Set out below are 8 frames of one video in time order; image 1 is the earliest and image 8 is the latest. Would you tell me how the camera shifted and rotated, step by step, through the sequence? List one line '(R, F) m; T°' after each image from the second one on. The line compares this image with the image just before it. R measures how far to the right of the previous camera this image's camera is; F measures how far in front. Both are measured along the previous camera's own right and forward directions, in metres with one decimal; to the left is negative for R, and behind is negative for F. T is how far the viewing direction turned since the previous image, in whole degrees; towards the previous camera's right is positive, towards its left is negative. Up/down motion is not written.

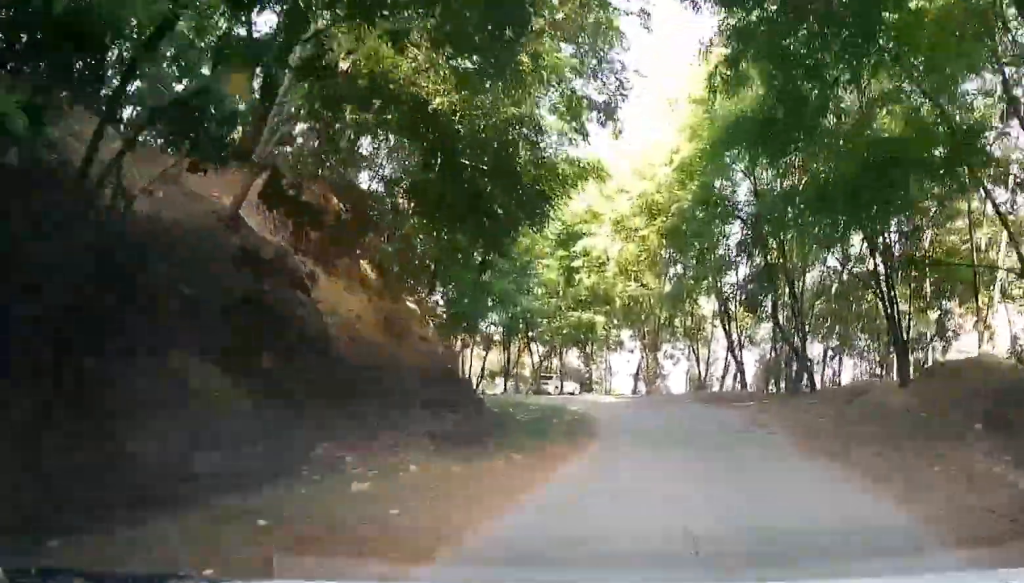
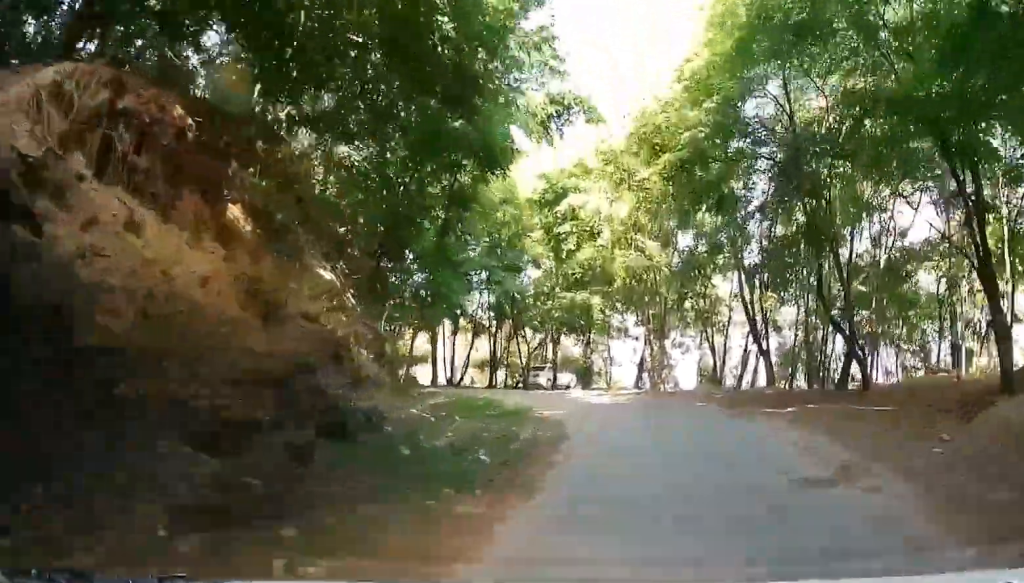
(-0.2, +5.6) m; +6°
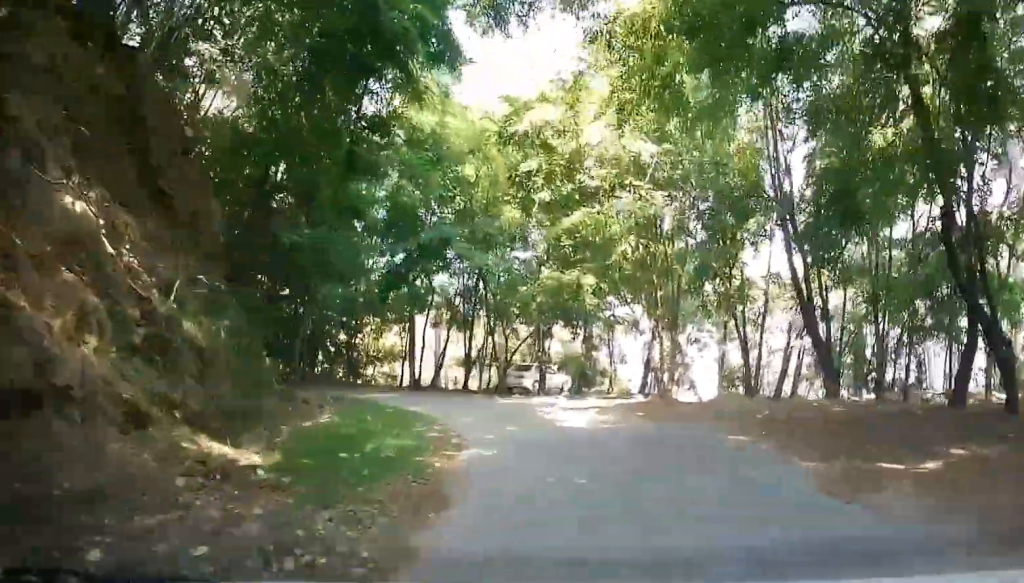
(+0.8, +6.0) m; -4°
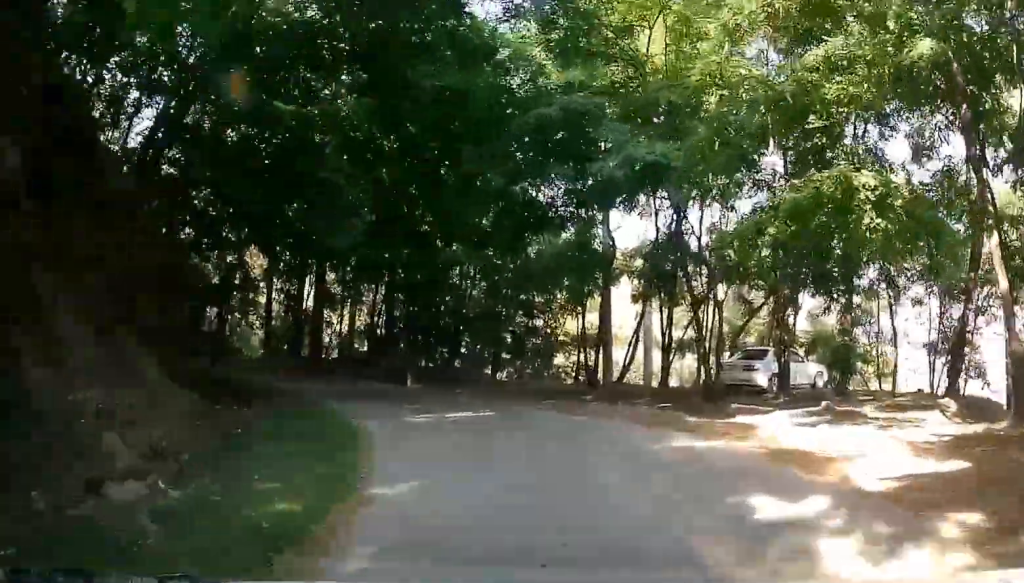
(-2.1, +11.0) m; -21°
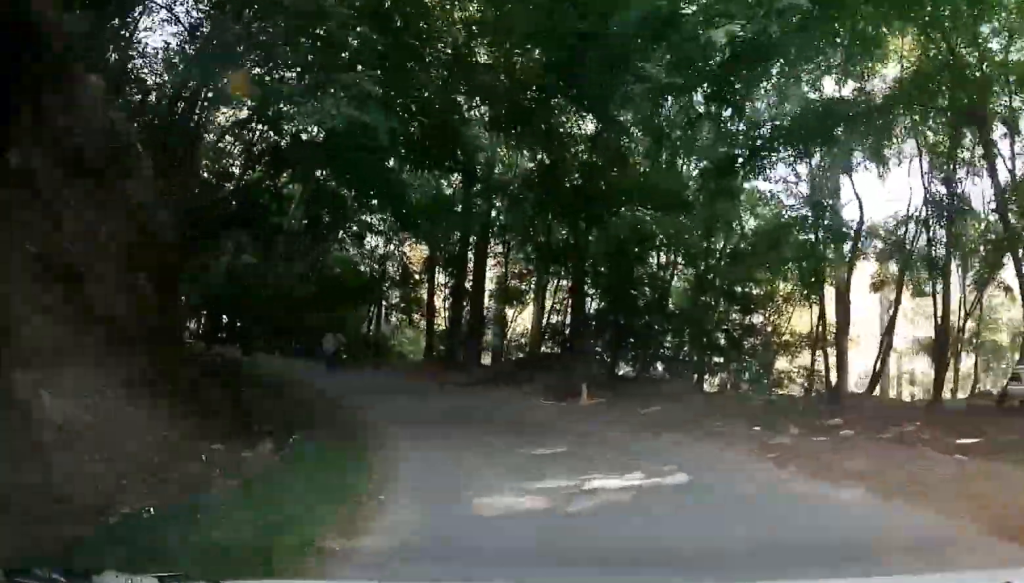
(-0.7, +7.5) m; -10°
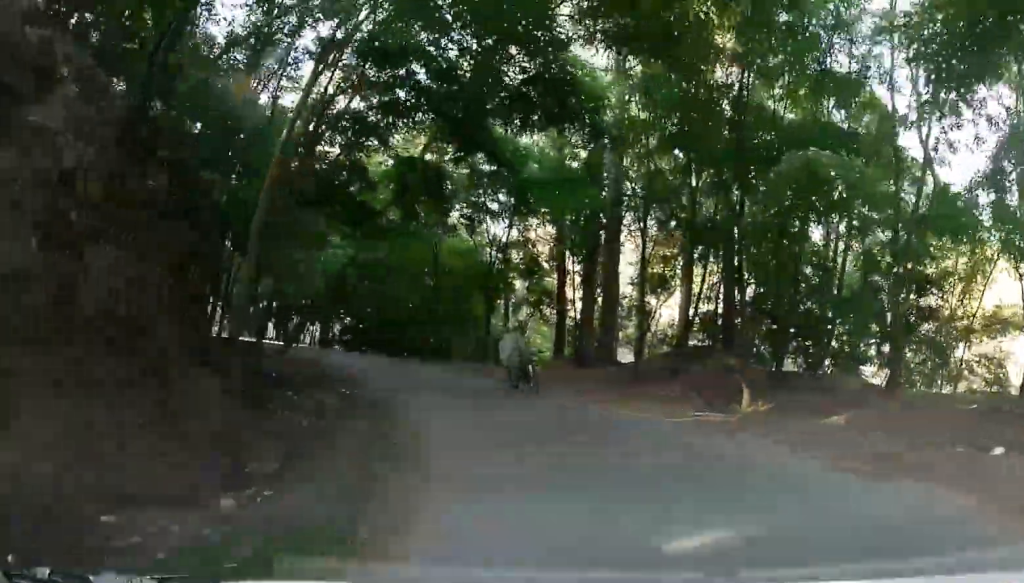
(+0.3, +5.2) m; -5°
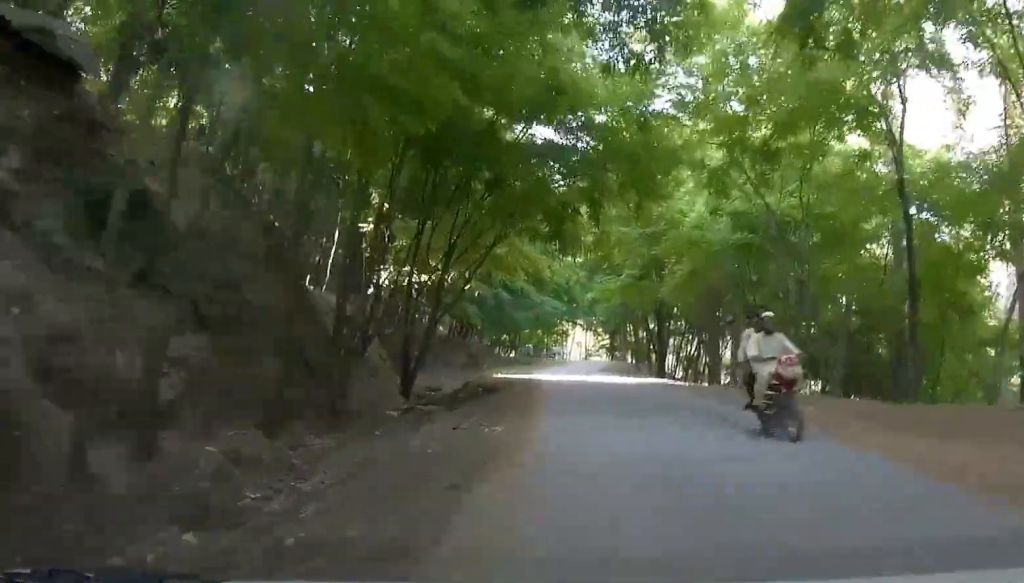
(-9.4, +20.4) m; -46°
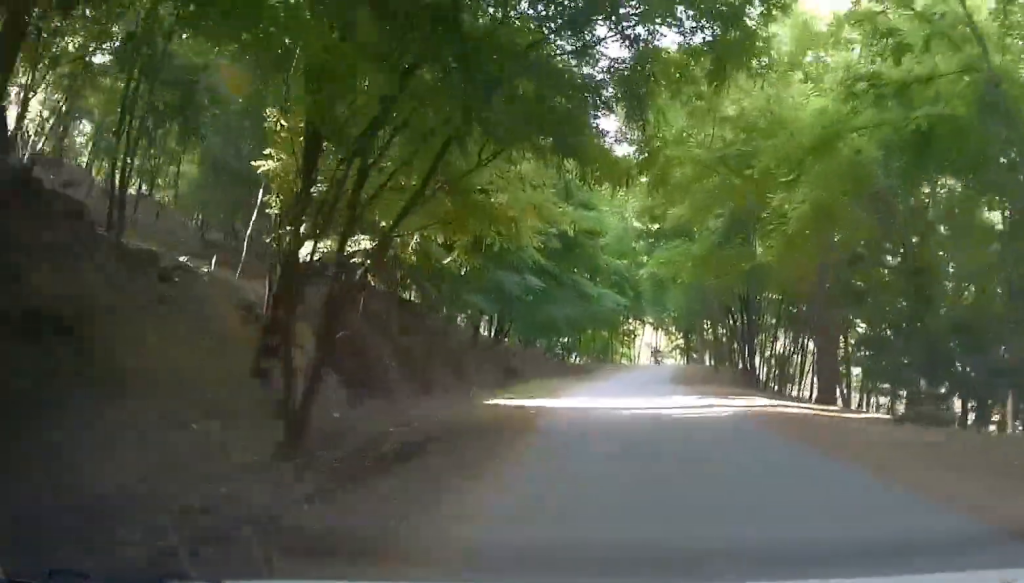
(-1.0, +9.8) m; -5°
